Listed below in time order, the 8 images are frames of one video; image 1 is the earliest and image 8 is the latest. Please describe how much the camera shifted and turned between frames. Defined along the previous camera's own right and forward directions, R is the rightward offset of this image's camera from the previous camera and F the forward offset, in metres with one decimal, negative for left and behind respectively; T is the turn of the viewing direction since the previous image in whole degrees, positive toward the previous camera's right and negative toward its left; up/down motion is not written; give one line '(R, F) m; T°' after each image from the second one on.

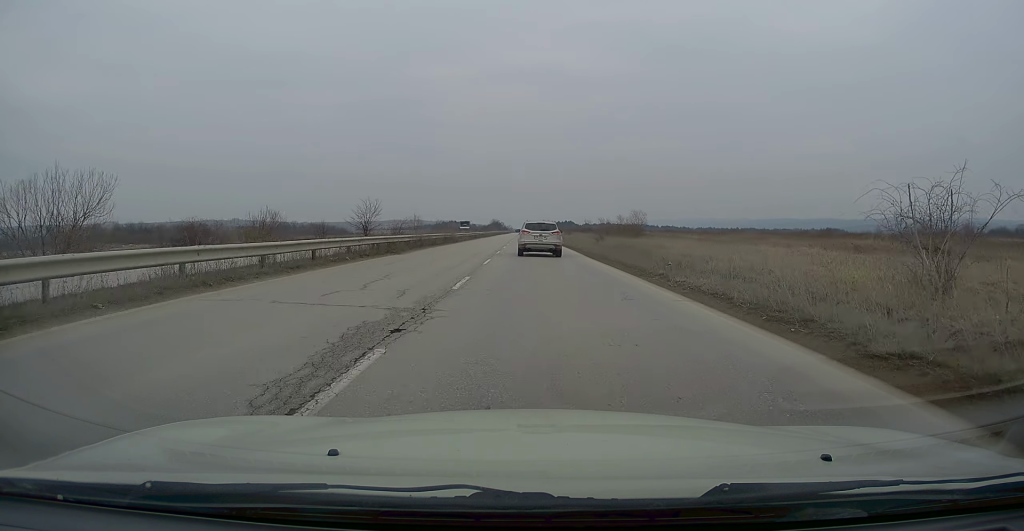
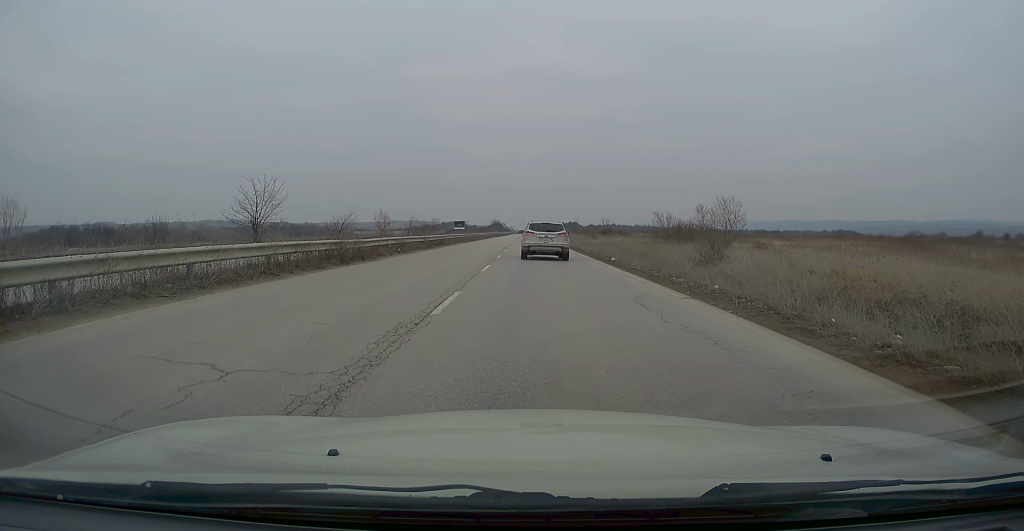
(+0.2, +30.3) m; +1°
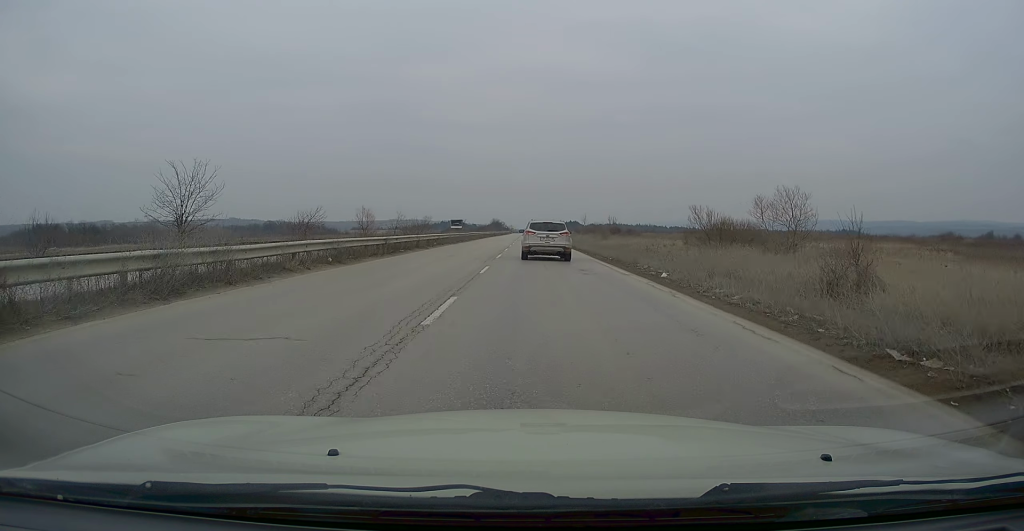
(0.0, +9.7) m; 0°
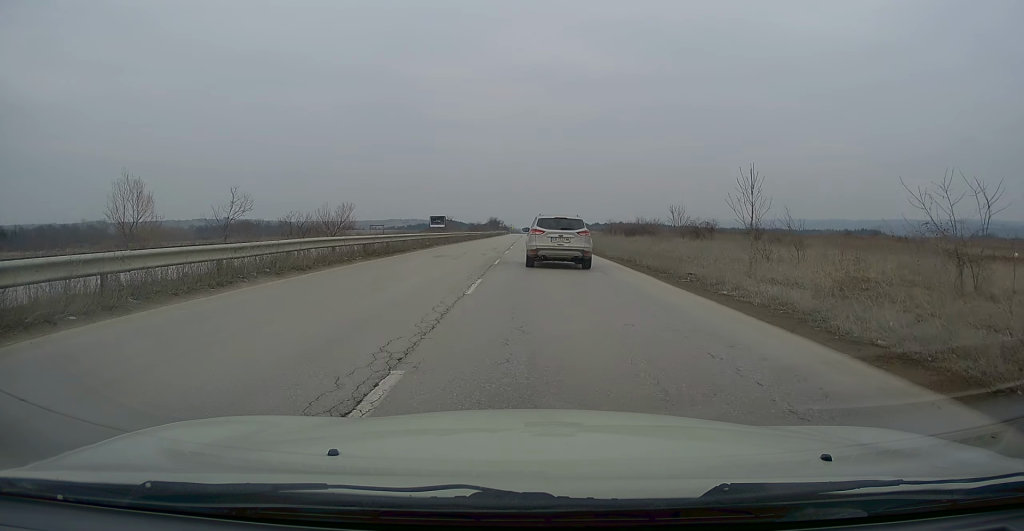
(-0.2, +50.0) m; -1°
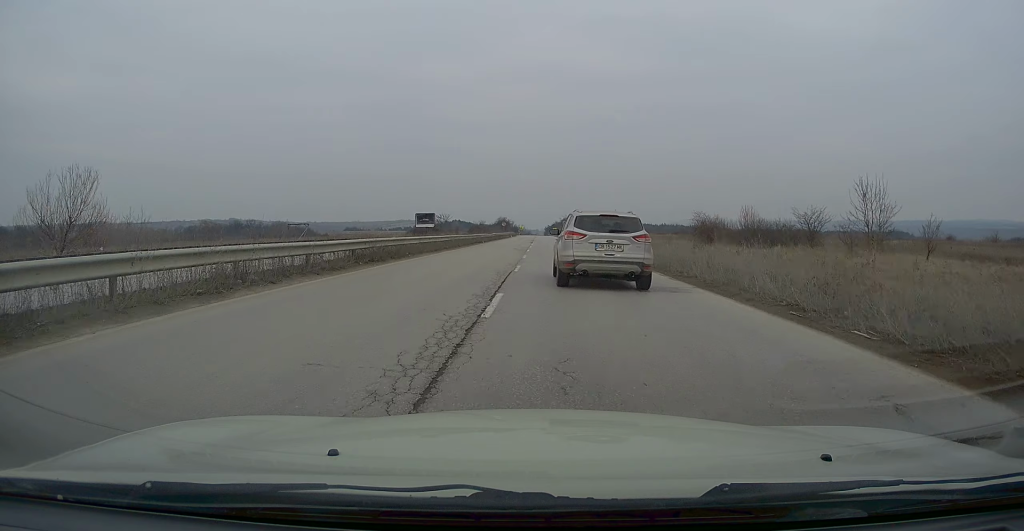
(-0.6, +38.4) m; -1°
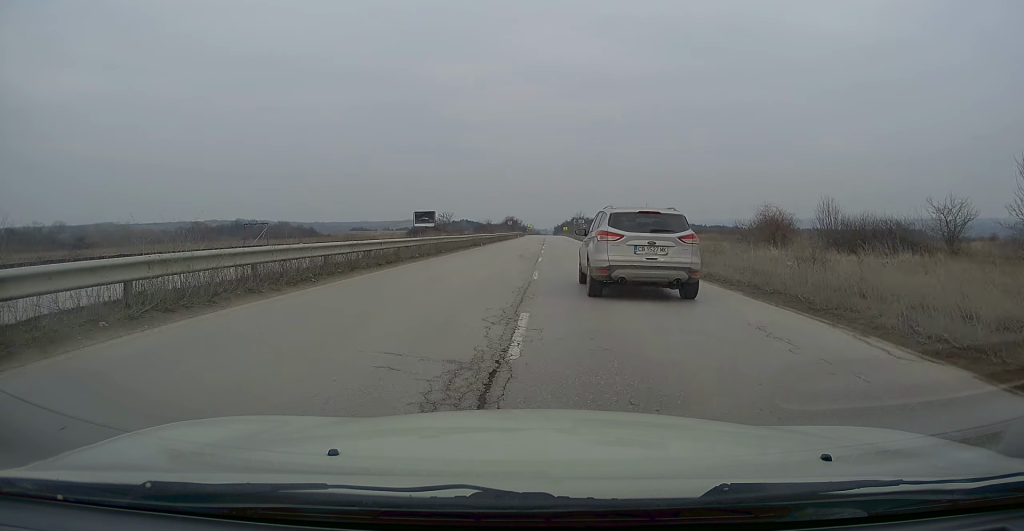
(+0.2, +11.7) m; 0°
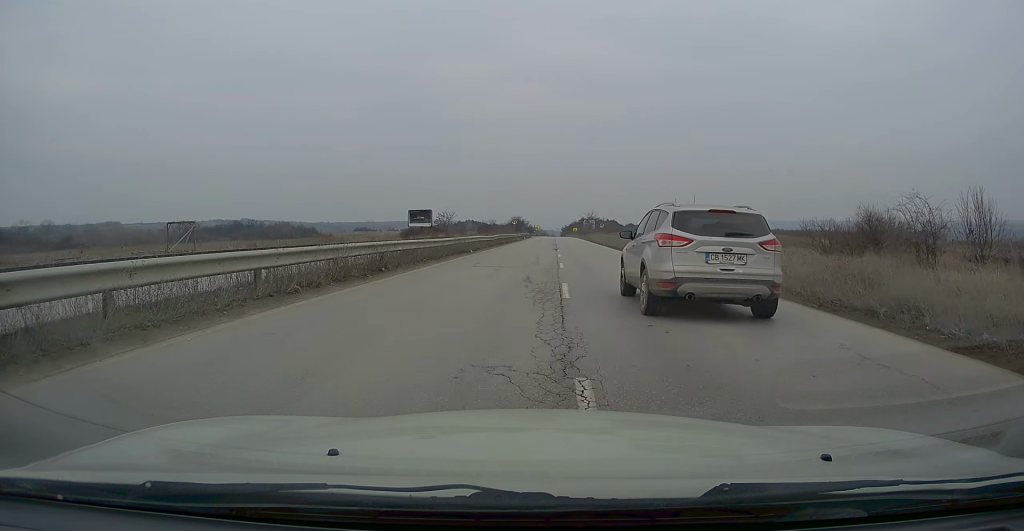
(0.0, +12.5) m; 0°
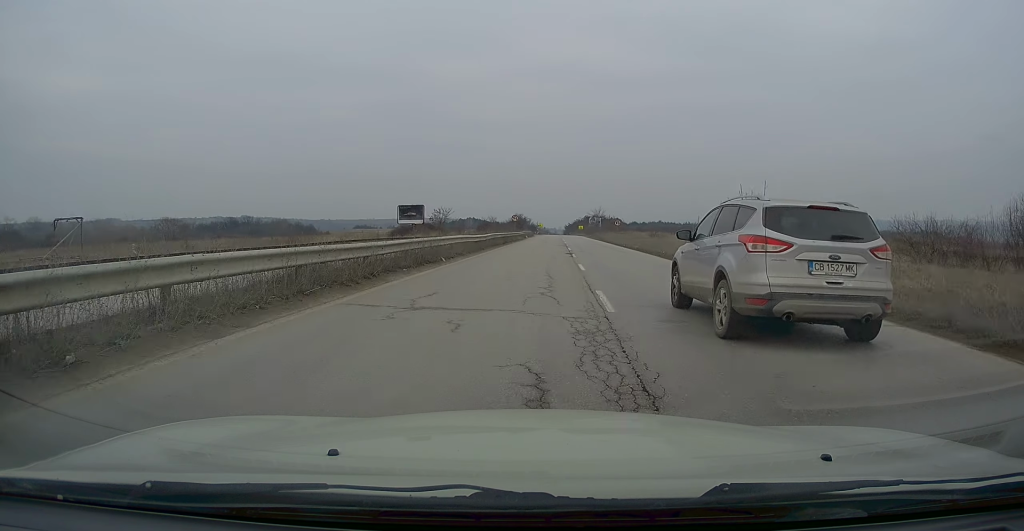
(-0.2, +11.0) m; 0°
